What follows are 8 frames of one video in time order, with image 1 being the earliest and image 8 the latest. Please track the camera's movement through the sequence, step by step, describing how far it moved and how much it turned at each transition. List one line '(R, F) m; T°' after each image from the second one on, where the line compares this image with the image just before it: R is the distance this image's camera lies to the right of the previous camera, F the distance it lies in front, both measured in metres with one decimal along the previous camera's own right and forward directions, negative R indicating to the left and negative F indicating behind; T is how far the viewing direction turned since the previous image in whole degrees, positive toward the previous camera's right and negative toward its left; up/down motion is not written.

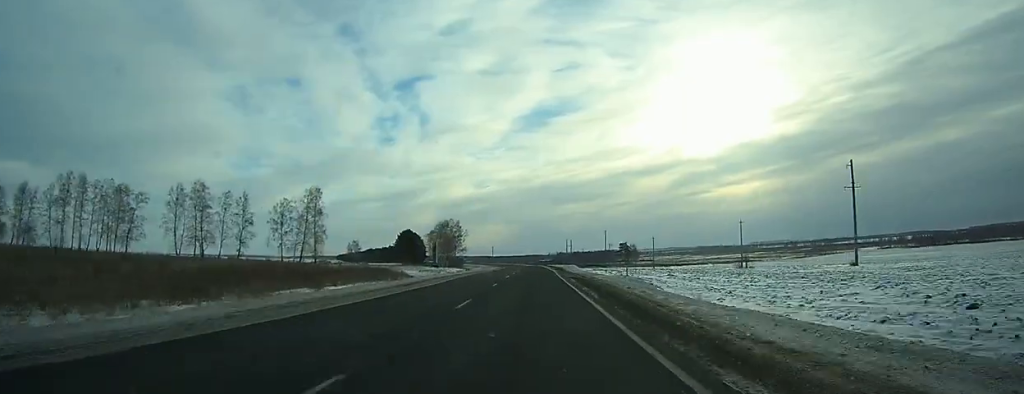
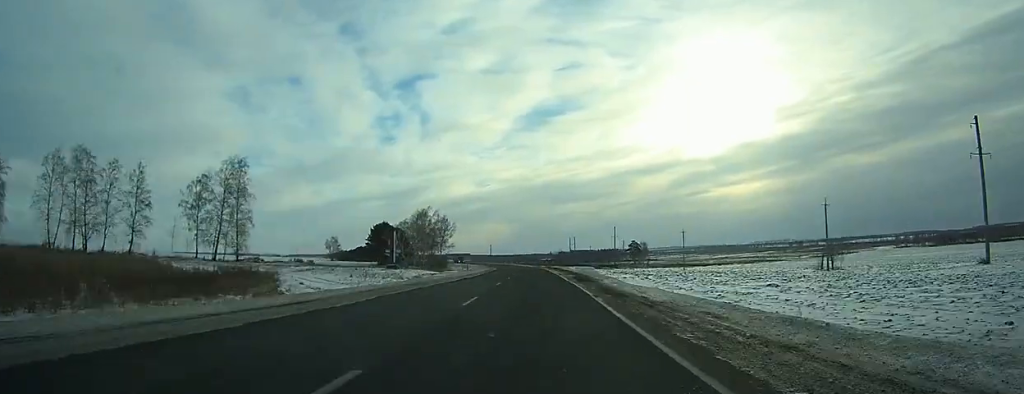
(-0.1, +34.9) m; 0°
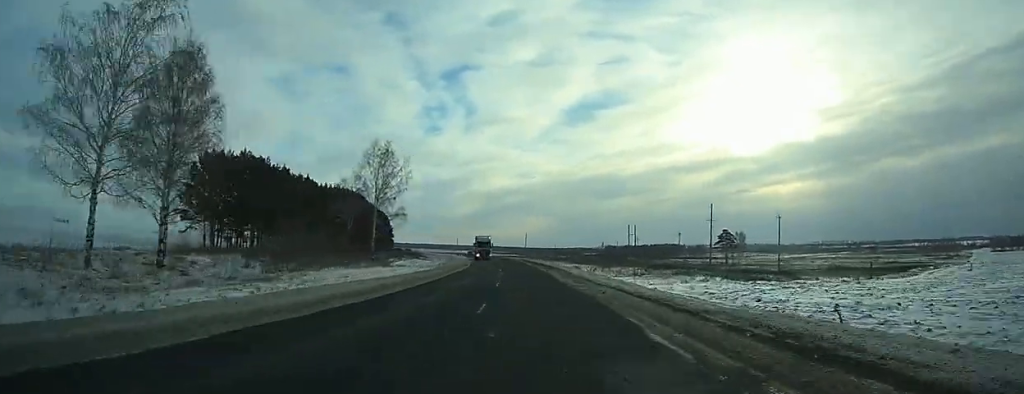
(-2.7, +117.3) m; -4°
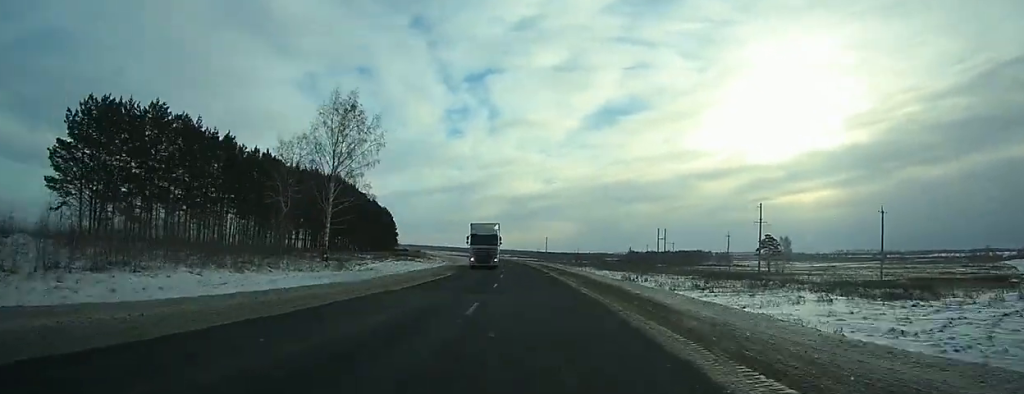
(-0.3, +27.6) m; -1°
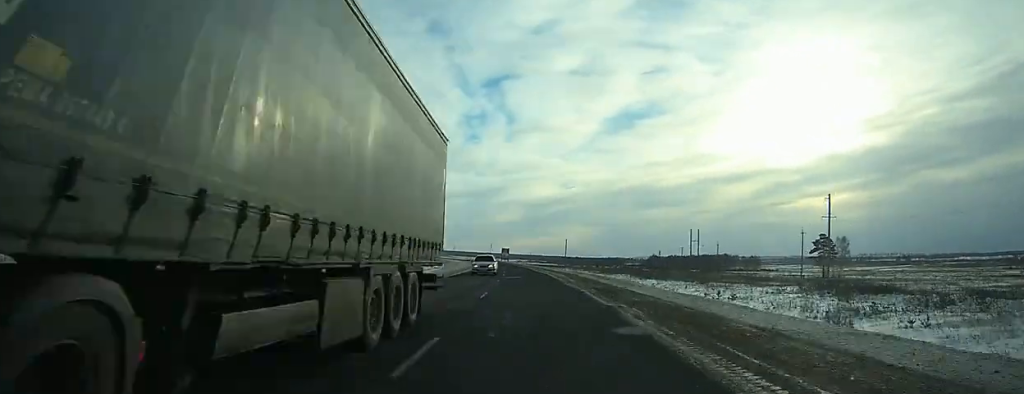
(-0.6, +32.2) m; -2°
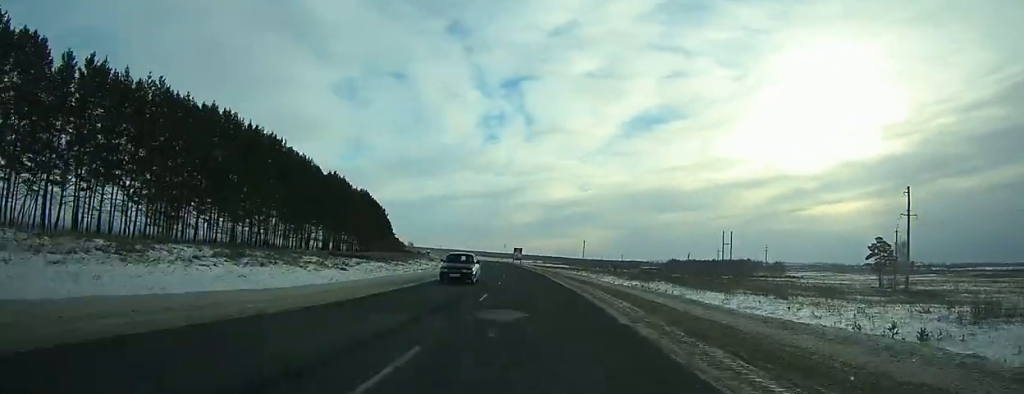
(-0.2, +25.8) m; -2°
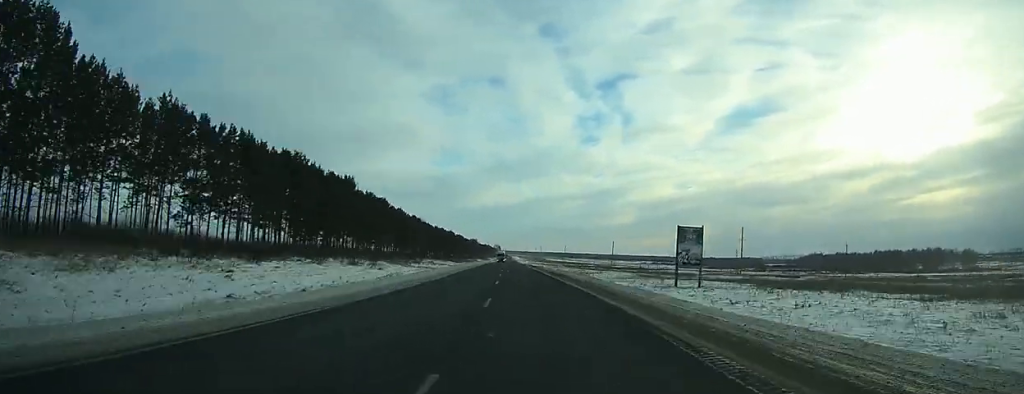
(-12.4, +136.2) m; -9°
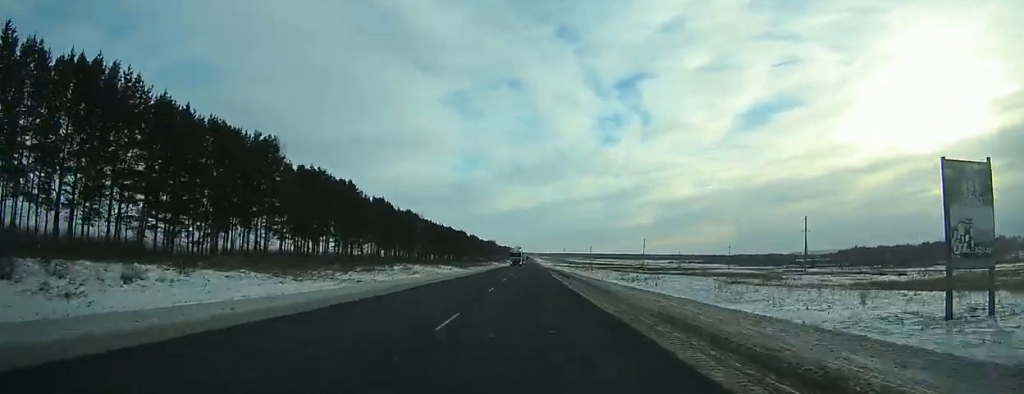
(-0.5, +39.6) m; -1°
